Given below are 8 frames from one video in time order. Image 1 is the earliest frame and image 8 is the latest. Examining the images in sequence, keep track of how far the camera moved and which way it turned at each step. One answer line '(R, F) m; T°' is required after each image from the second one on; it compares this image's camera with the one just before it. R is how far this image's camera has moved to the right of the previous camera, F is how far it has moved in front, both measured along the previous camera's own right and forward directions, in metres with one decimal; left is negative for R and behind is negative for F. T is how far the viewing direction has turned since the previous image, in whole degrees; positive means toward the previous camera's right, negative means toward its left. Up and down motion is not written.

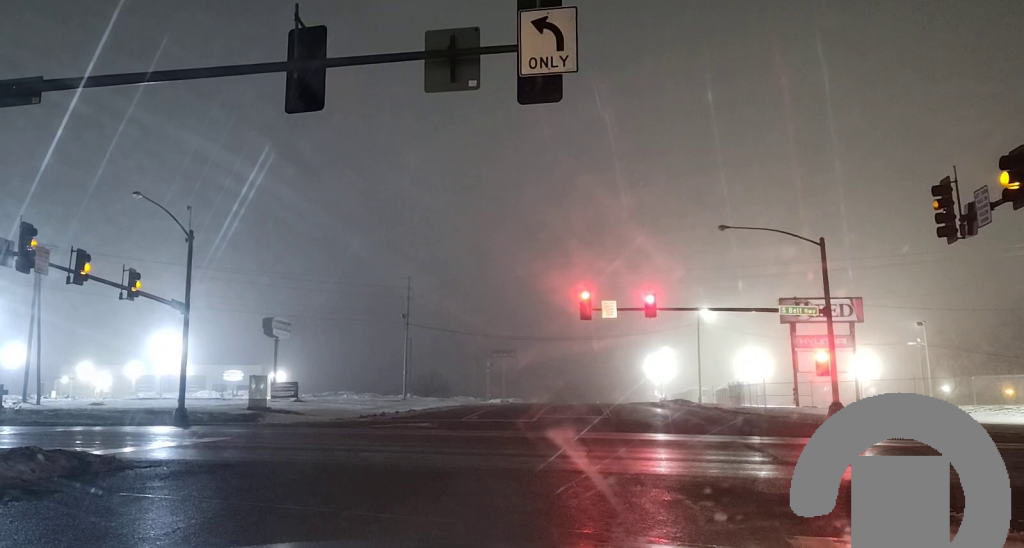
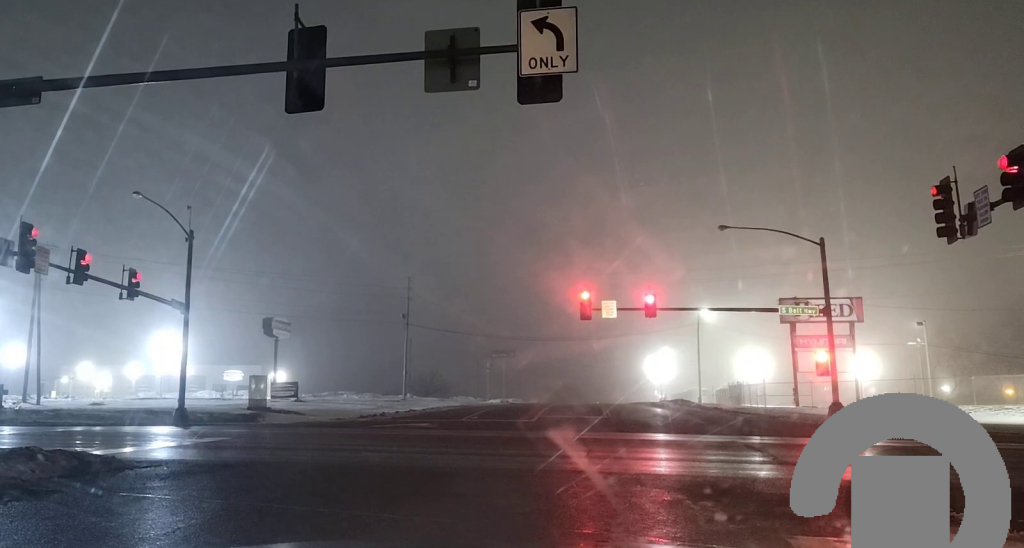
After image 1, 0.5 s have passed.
(0.0, 0.0) m; 0°
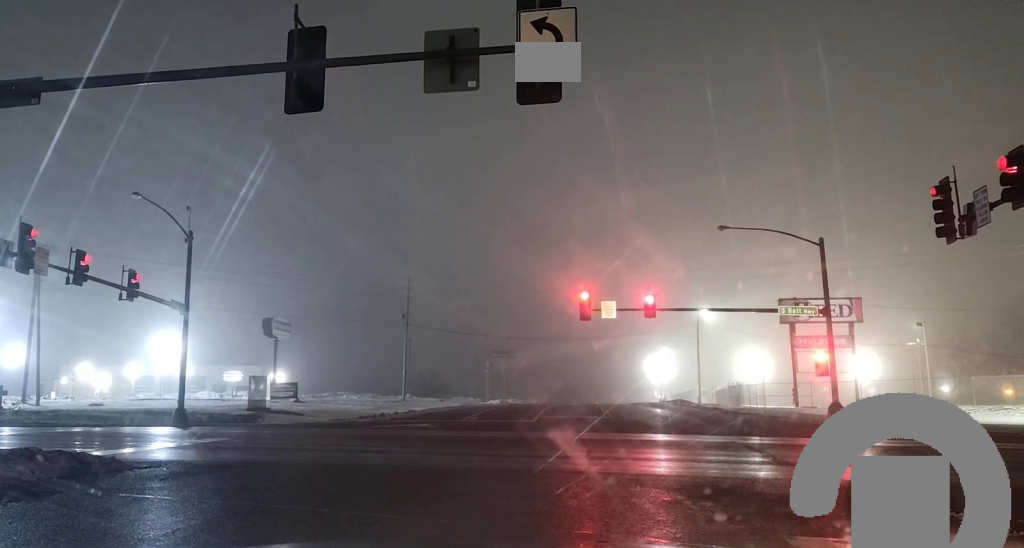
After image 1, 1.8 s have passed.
(0.0, 0.0) m; 0°
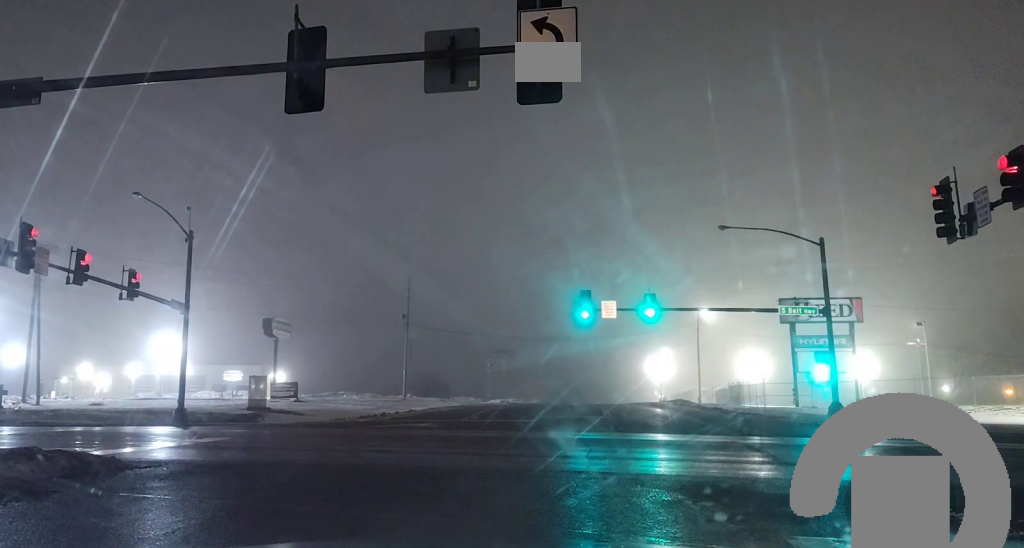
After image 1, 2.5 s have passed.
(0.0, 0.0) m; 0°
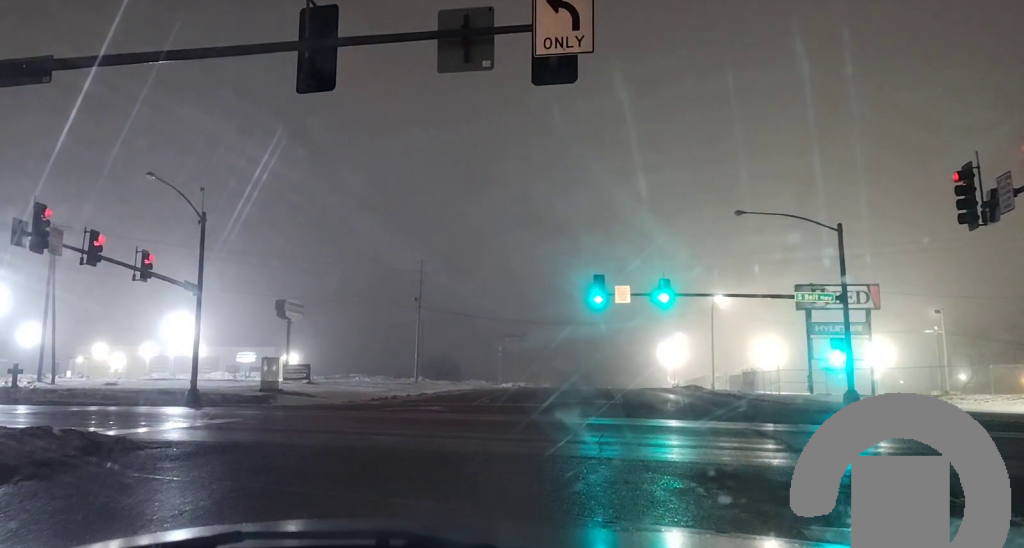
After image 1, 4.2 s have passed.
(-0.1, +0.4) m; 0°
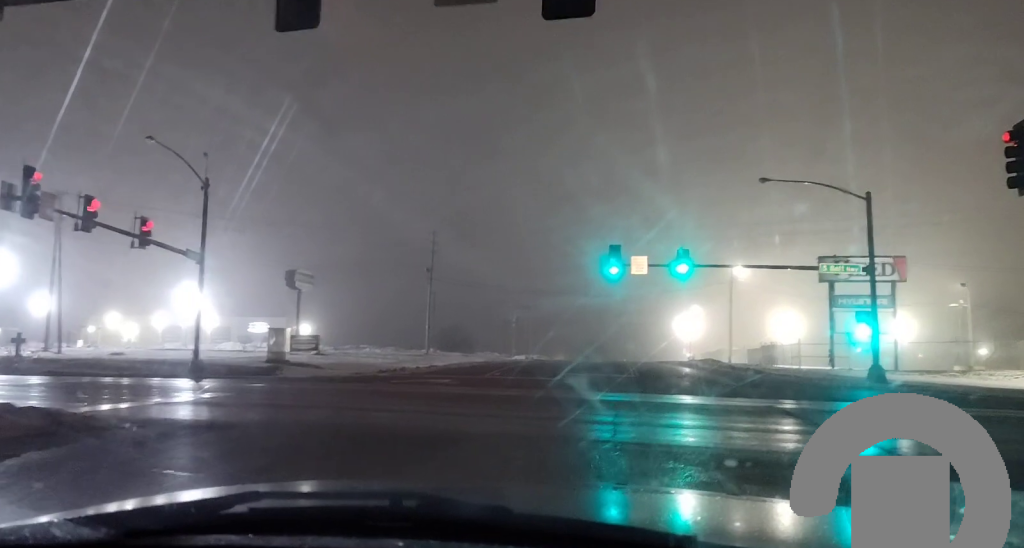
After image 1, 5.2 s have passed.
(-0.3, +2.0) m; 0°
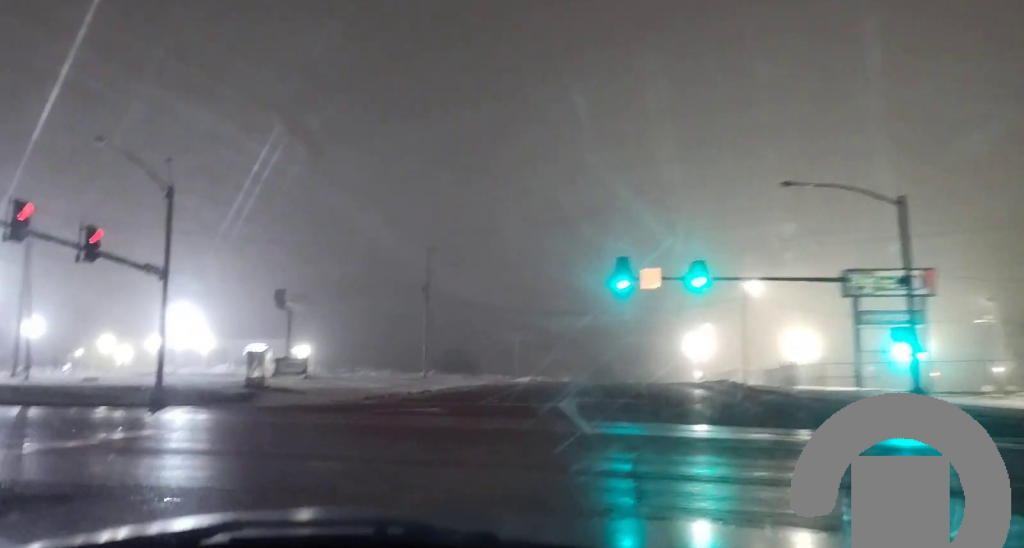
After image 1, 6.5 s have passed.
(+0.3, +3.9) m; +2°
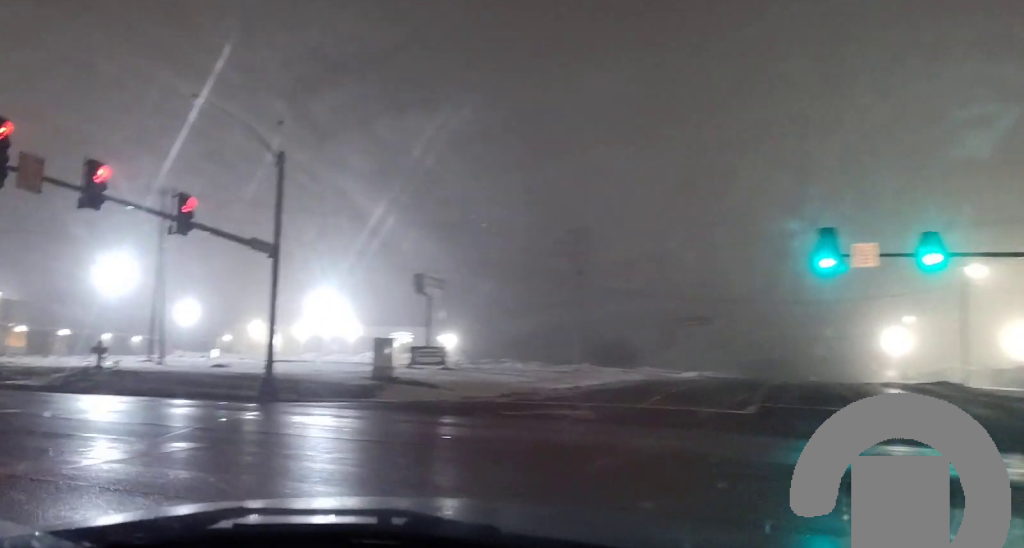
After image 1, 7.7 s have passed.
(-0.2, +5.1) m; -10°
